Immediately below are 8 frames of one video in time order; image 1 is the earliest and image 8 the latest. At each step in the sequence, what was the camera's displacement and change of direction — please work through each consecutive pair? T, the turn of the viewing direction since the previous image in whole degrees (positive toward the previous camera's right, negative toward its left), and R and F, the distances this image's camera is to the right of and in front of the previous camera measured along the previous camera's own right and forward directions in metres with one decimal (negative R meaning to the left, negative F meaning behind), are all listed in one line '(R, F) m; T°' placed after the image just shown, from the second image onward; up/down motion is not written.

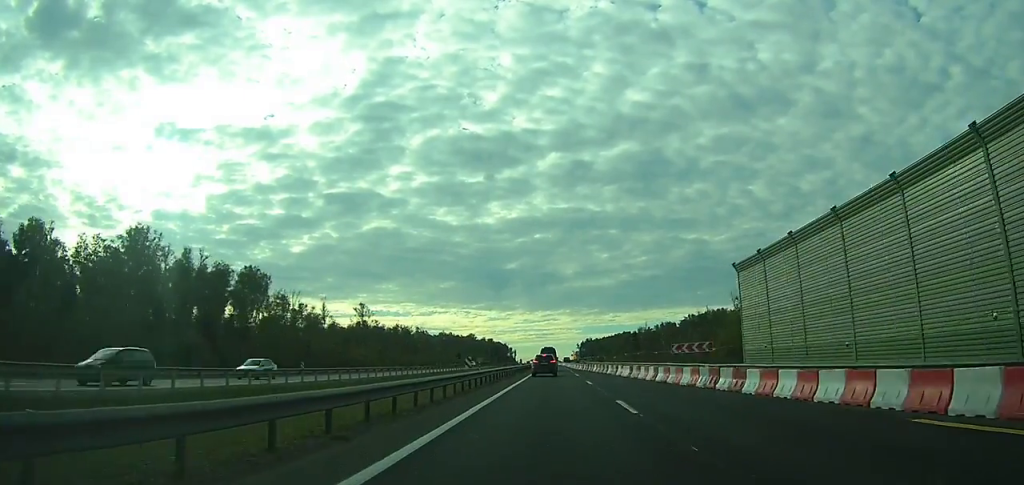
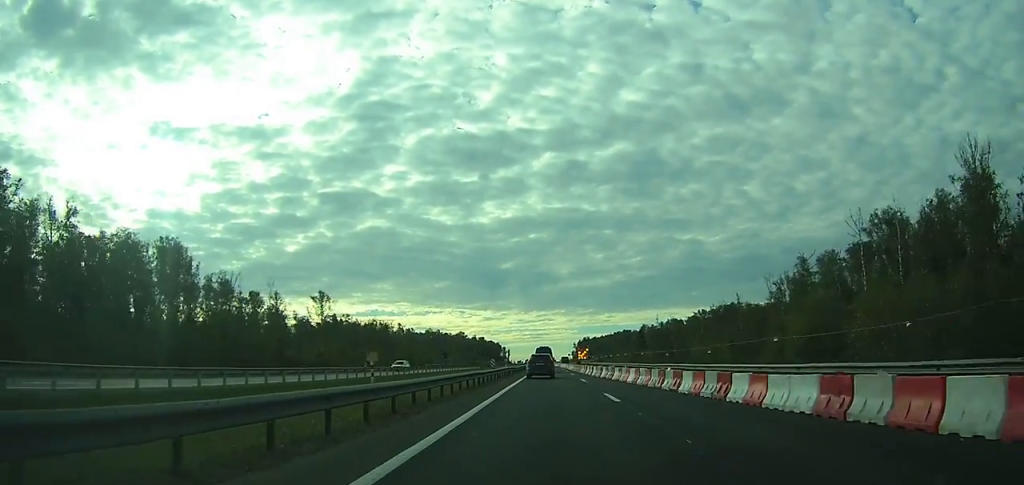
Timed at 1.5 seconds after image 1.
(0.0, +28.6) m; 0°
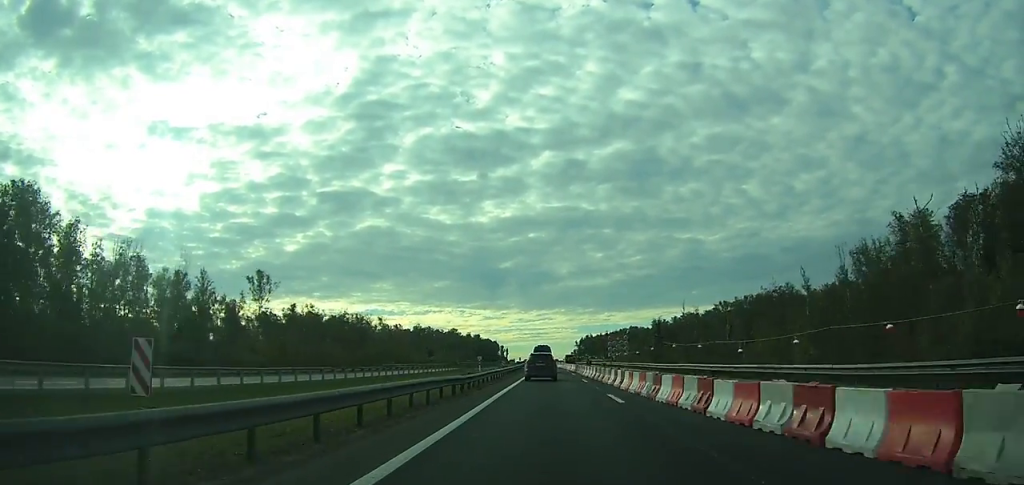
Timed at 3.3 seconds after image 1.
(-0.1, +33.7) m; 0°
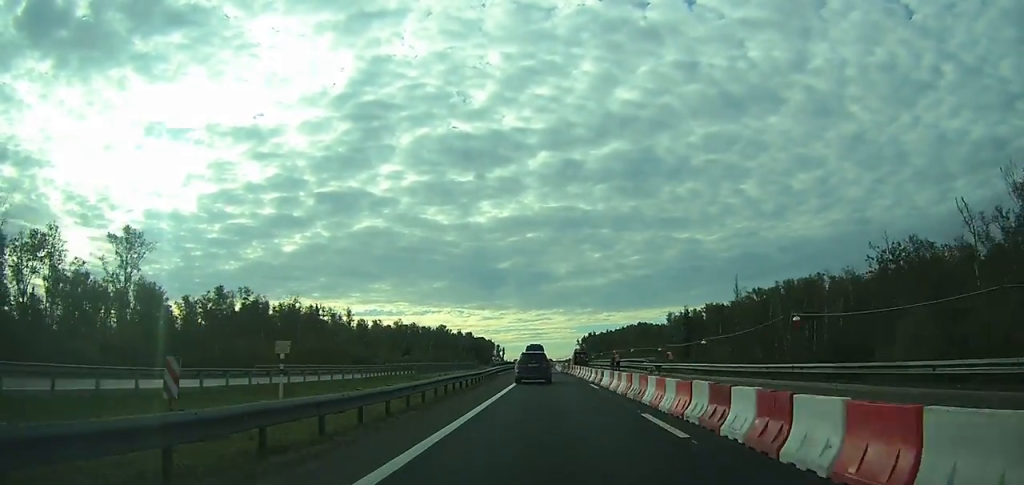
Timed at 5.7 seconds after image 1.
(+0.1, +40.5) m; 0°
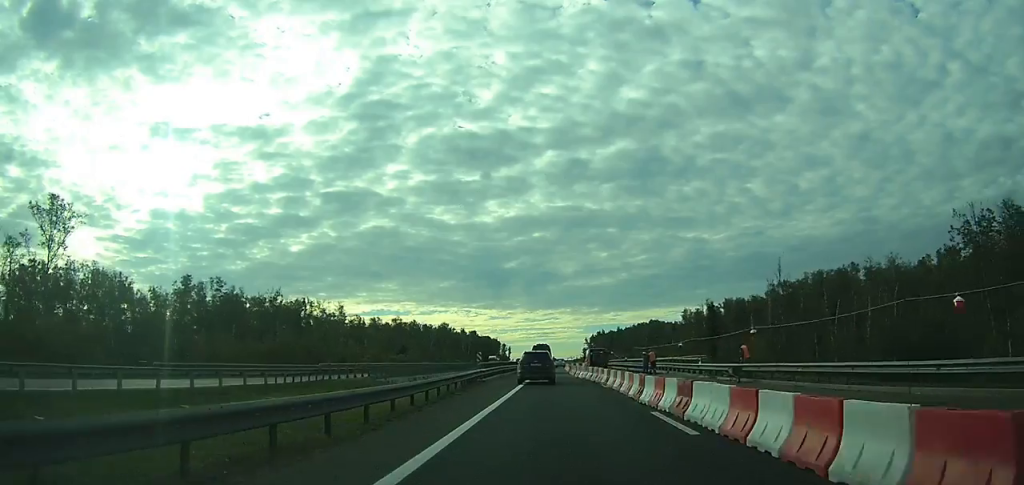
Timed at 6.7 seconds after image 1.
(0.0, +15.7) m; 0°
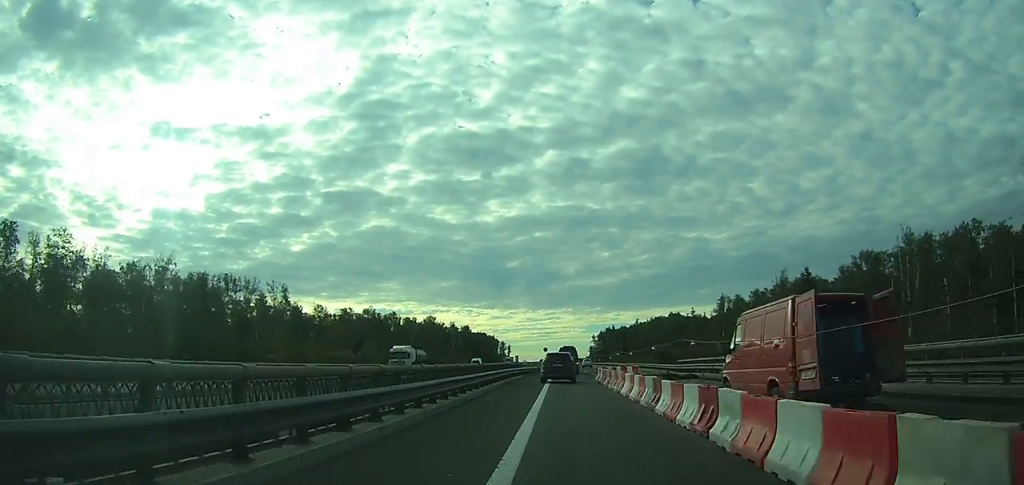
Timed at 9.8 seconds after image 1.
(+0.1, +46.0) m; +1°
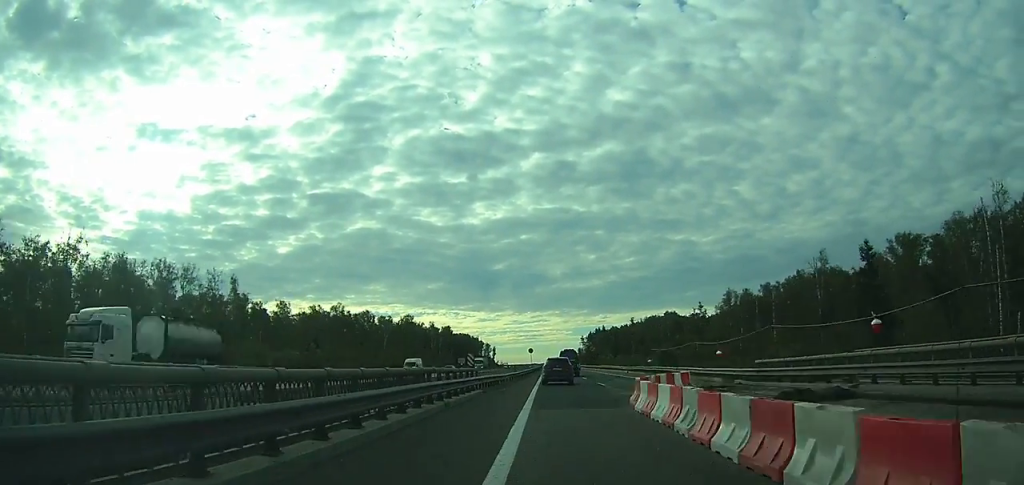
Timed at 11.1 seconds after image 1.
(+0.1, +20.8) m; 0°
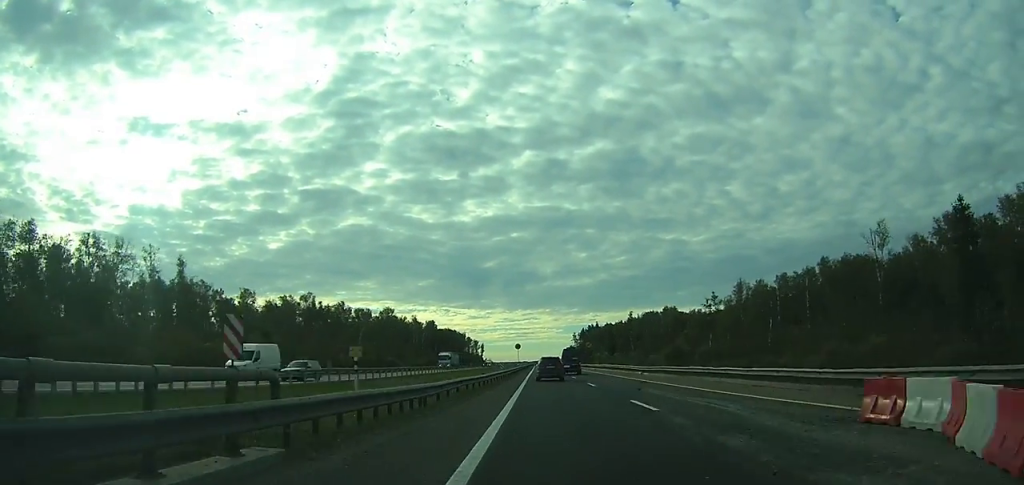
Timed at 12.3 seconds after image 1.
(+0.1, +19.0) m; 0°
